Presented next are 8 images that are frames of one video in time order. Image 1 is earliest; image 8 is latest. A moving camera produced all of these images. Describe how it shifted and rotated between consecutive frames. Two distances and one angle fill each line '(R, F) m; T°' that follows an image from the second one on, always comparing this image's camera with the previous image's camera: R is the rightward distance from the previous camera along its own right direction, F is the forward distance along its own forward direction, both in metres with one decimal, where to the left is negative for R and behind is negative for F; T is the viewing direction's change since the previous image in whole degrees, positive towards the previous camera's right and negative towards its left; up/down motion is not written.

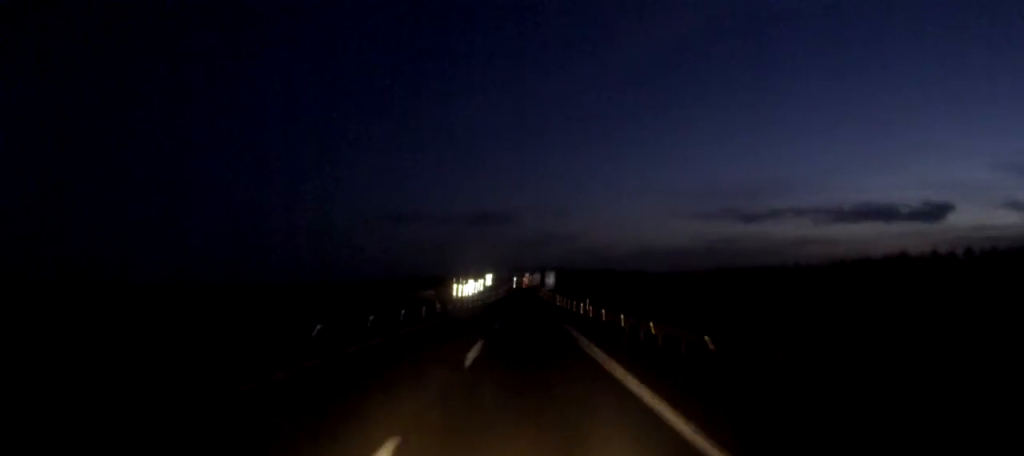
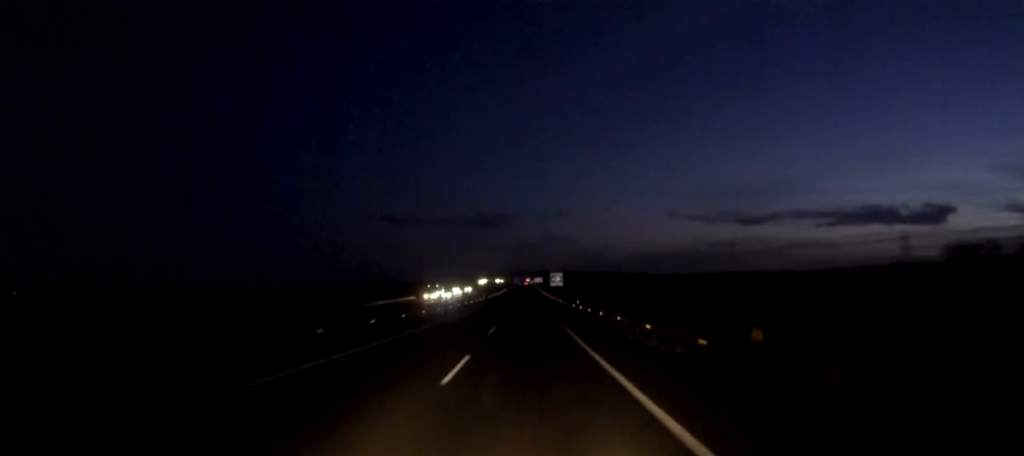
(-0.1, +39.5) m; 0°
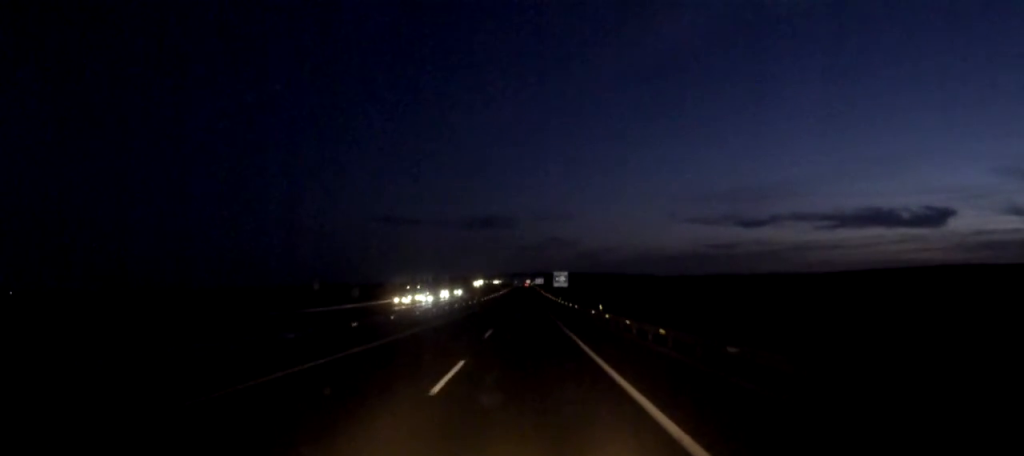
(0.0, +18.9) m; 0°
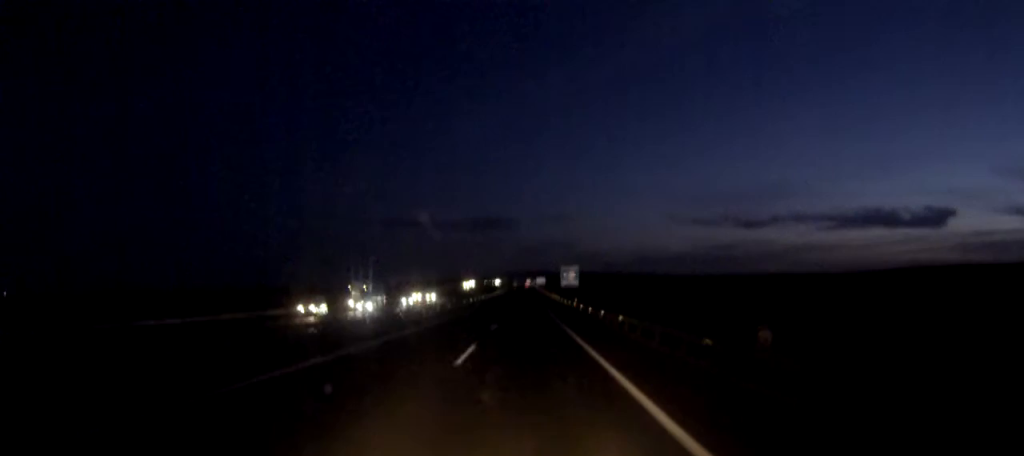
(0.0, +29.8) m; 0°
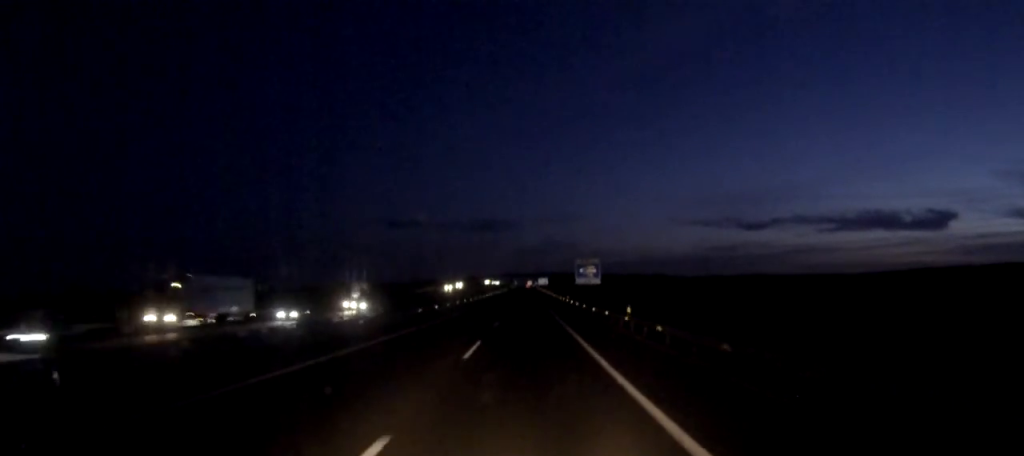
(0.0, +33.6) m; 0°
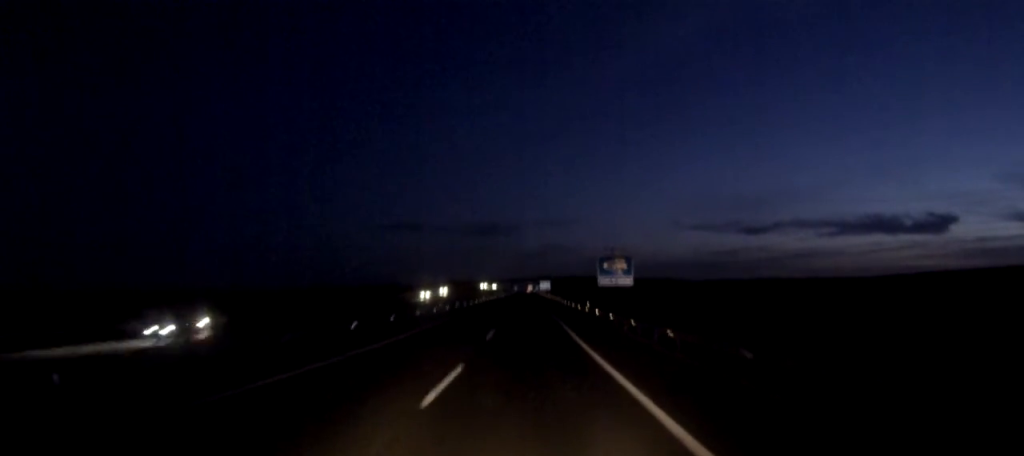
(0.0, +25.3) m; 0°
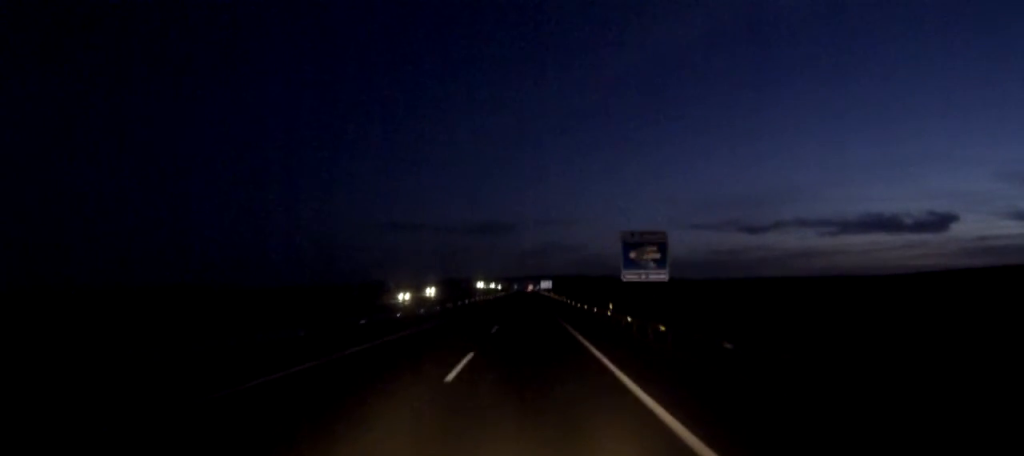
(0.0, +14.5) m; 0°
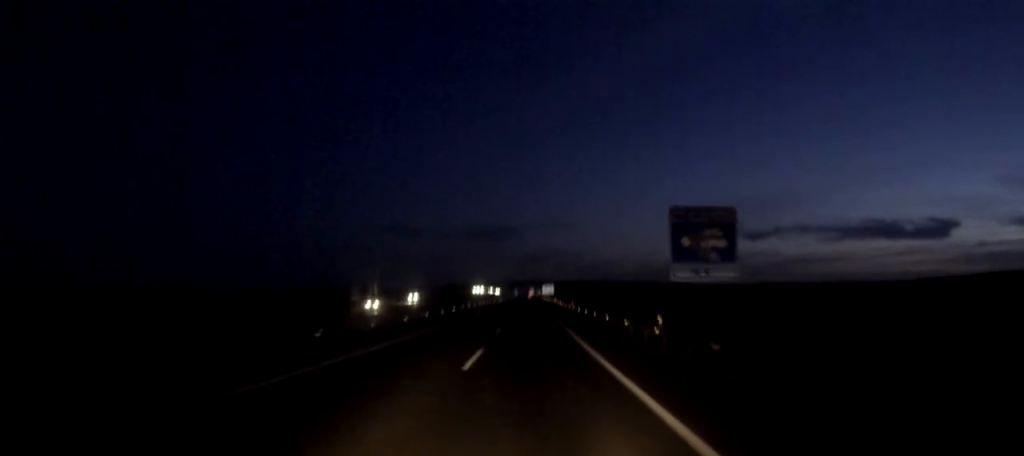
(0.0, +14.5) m; 0°
